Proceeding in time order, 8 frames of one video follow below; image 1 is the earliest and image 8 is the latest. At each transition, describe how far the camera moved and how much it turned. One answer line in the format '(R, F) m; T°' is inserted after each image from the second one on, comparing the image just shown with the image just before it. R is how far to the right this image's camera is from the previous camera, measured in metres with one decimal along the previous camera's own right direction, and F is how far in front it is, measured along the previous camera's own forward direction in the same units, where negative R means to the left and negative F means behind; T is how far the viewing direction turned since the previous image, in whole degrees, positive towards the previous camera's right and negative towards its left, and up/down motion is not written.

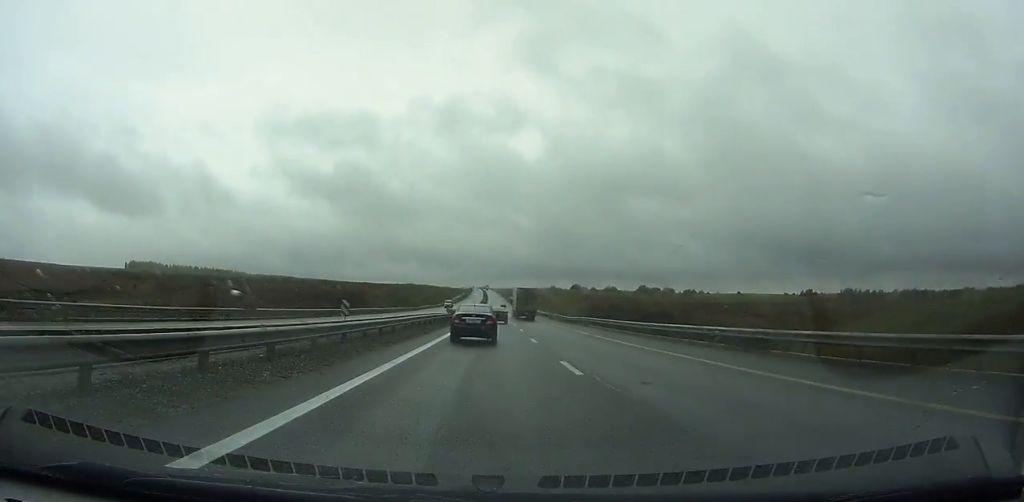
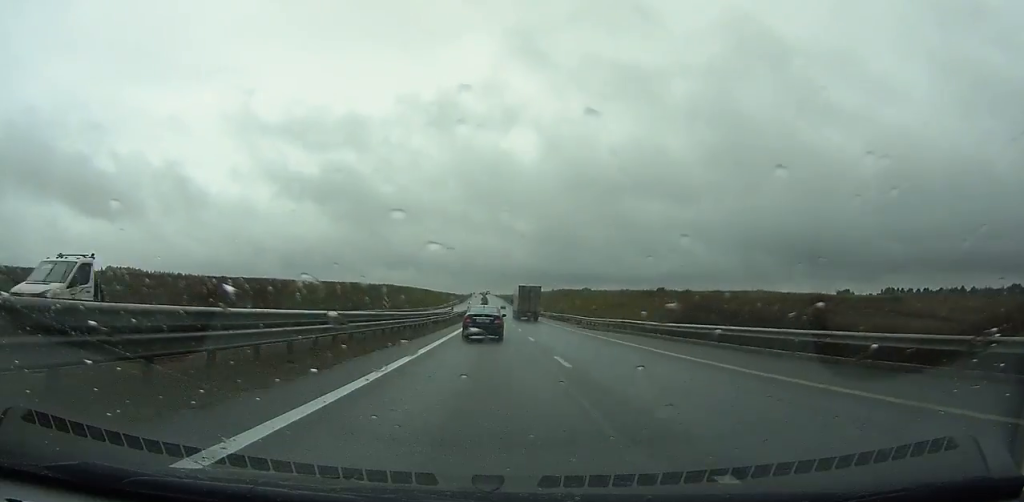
(+0.3, +73.4) m; 0°
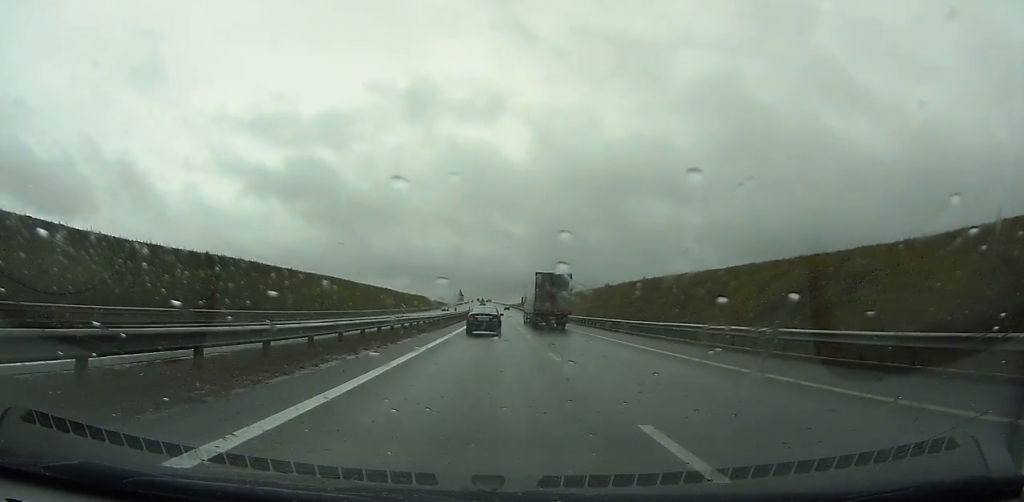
(-0.7, +153.0) m; 0°
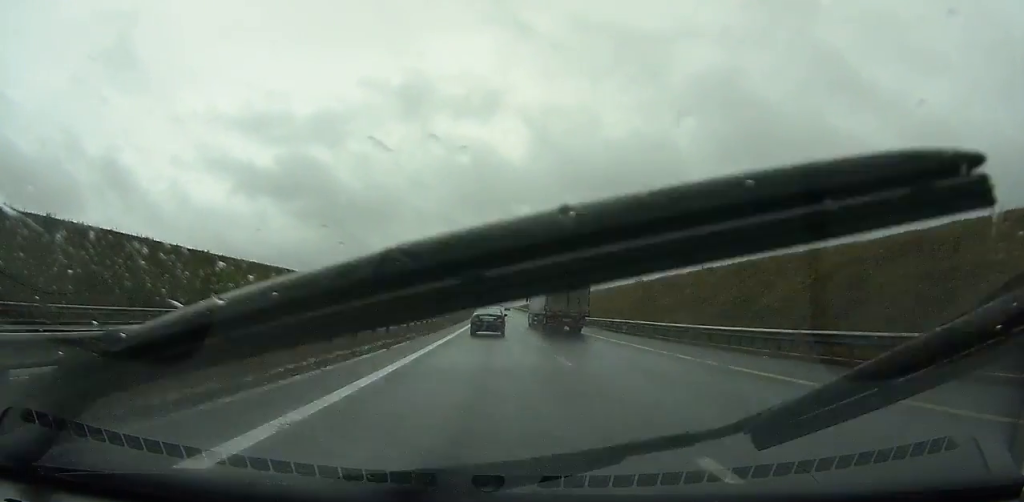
(0.0, +38.1) m; 0°
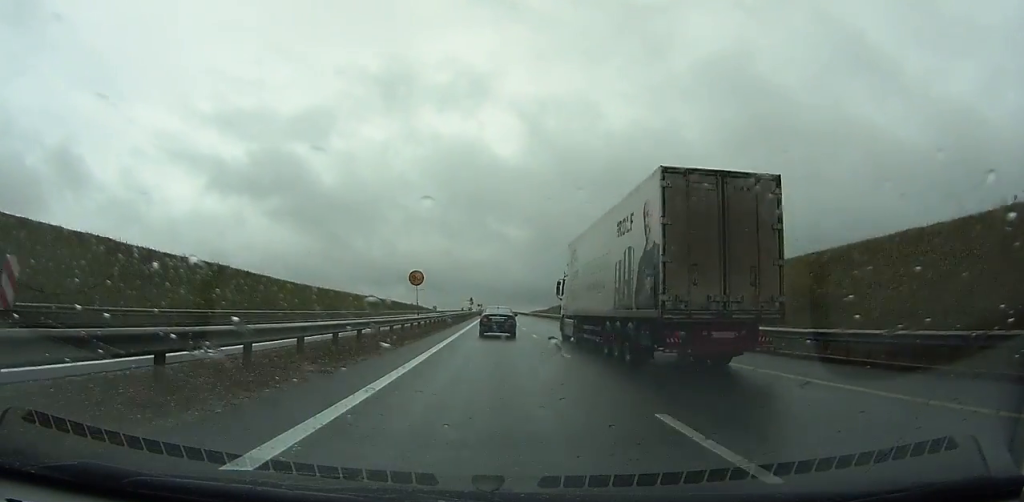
(-0.4, +103.7) m; 0°
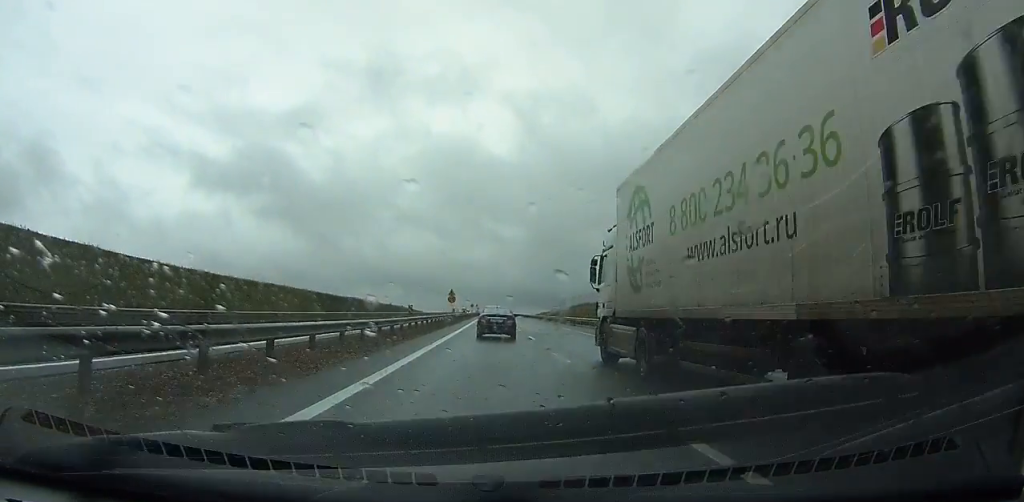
(0.0, +47.6) m; 0°
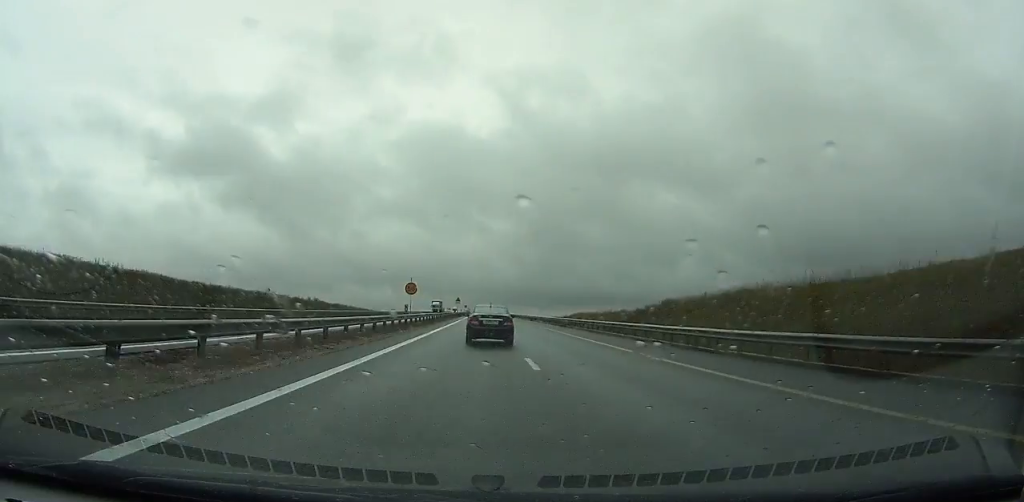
(0.0, +108.1) m; 0°
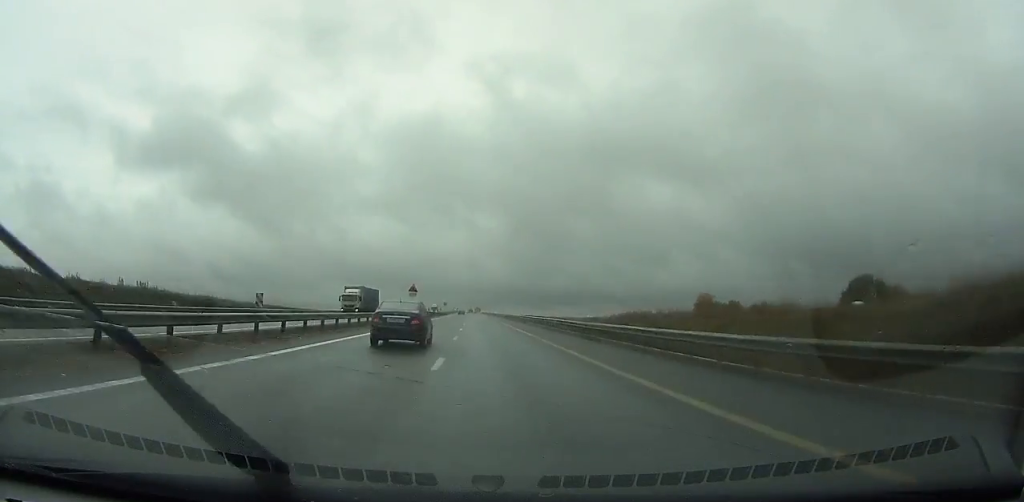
(0.0, +59.1) m; 0°
